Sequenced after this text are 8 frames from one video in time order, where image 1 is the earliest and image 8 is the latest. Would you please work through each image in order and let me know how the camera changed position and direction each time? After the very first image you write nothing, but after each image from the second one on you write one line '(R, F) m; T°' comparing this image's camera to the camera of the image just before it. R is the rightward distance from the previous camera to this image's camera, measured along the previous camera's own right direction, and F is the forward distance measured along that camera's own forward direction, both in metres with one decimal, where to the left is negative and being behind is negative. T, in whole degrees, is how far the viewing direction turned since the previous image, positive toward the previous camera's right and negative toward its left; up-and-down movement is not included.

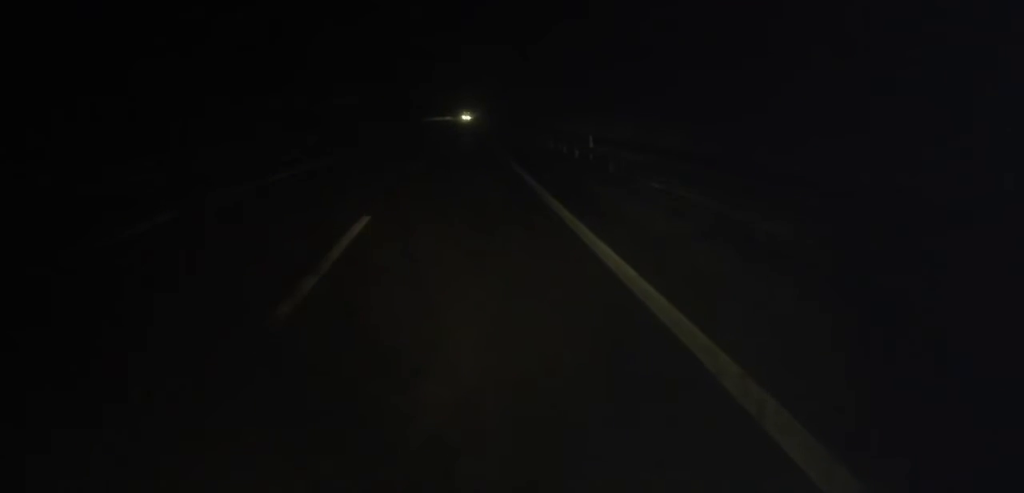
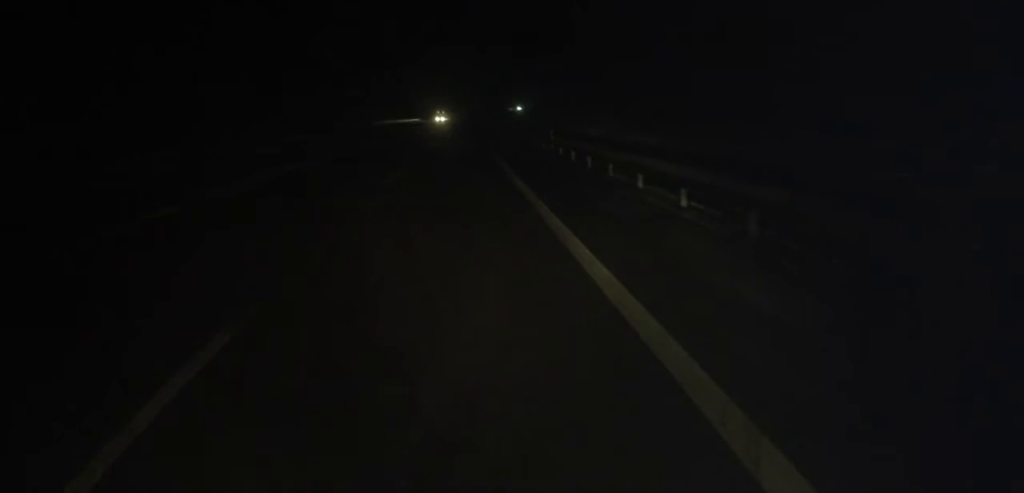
(+0.8, +41.2) m; +3°
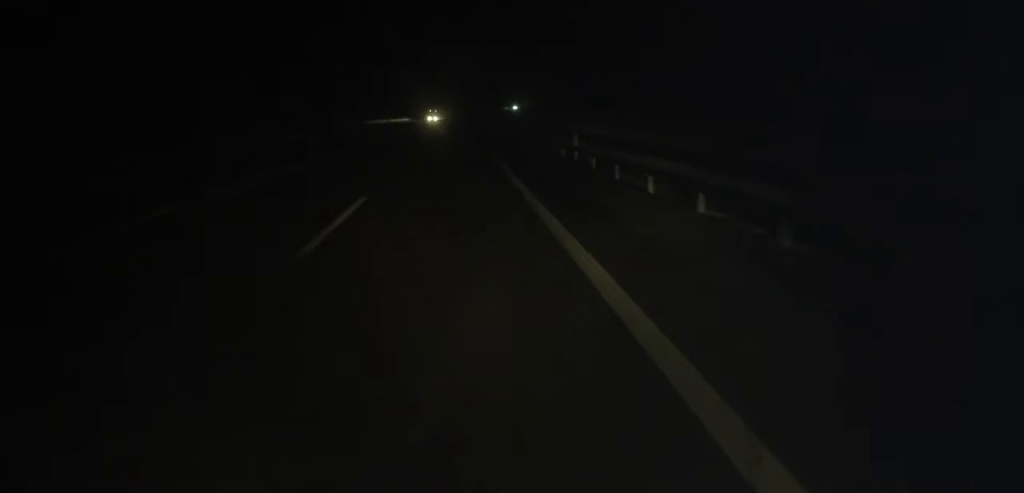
(0.0, +9.4) m; +1°
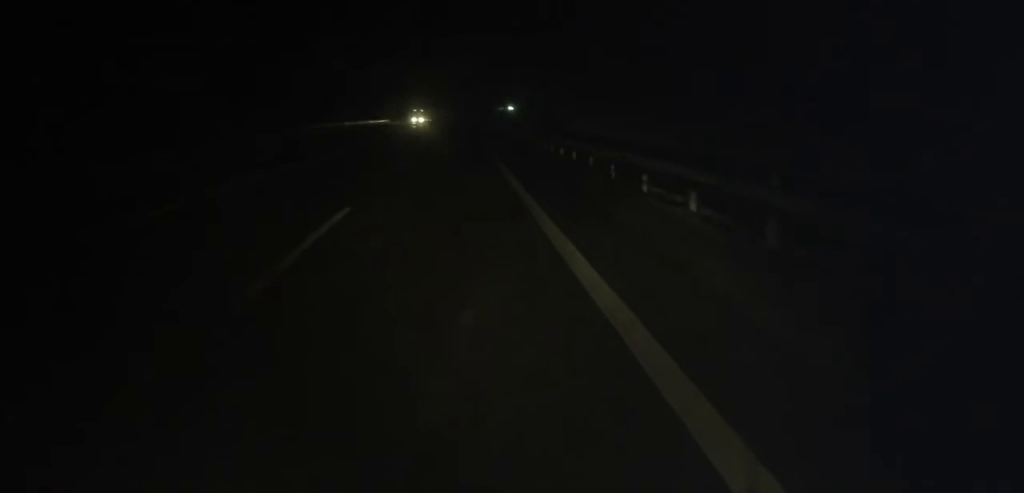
(+0.3, +19.4) m; +1°
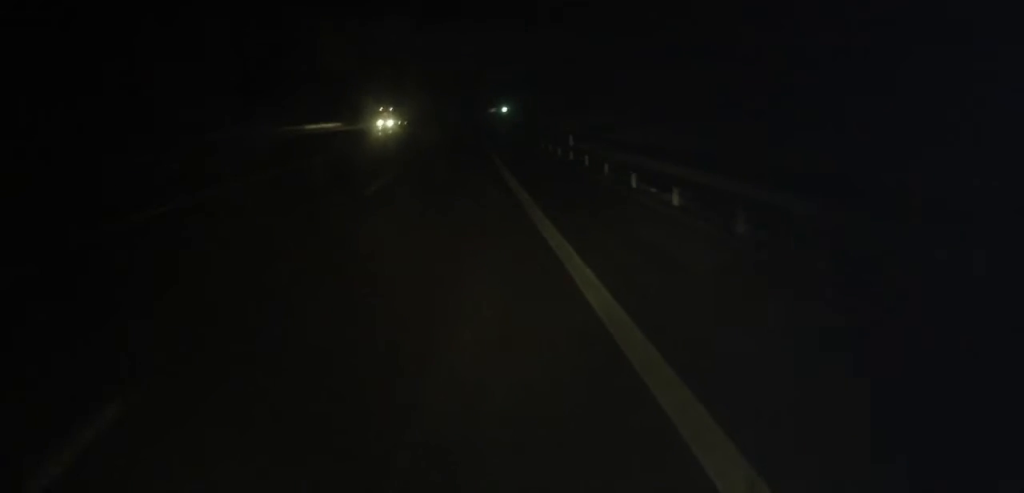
(+0.2, +26.2) m; 0°
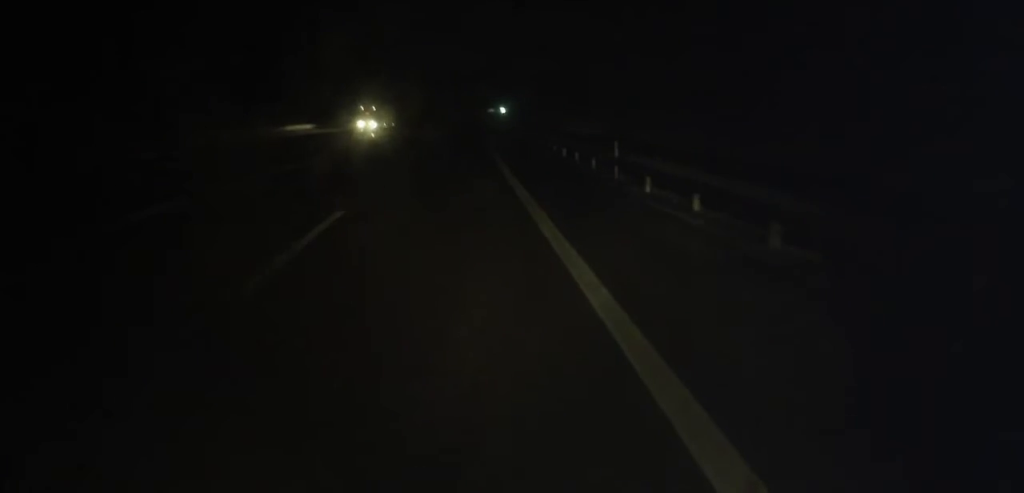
(0.0, +9.2) m; 0°
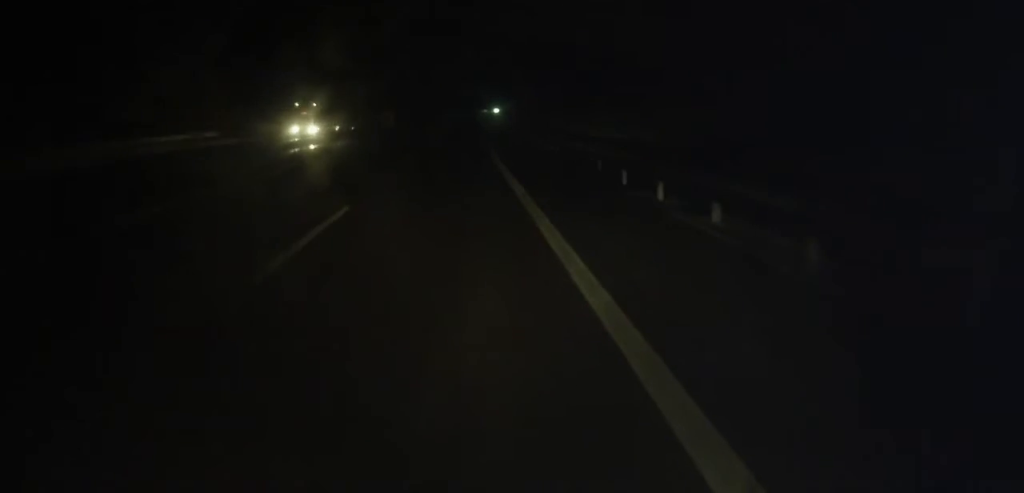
(-0.3, +16.8) m; +1°
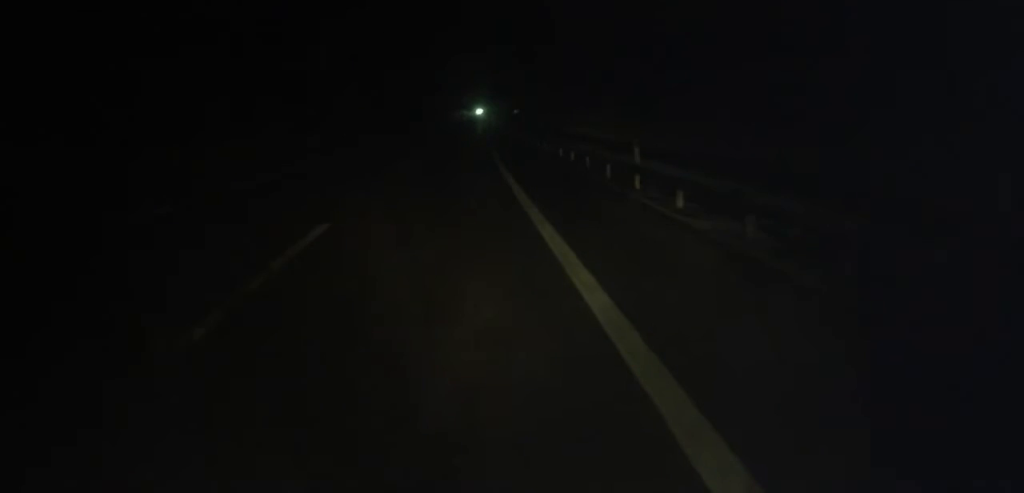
(+0.6, +36.4) m; 0°
